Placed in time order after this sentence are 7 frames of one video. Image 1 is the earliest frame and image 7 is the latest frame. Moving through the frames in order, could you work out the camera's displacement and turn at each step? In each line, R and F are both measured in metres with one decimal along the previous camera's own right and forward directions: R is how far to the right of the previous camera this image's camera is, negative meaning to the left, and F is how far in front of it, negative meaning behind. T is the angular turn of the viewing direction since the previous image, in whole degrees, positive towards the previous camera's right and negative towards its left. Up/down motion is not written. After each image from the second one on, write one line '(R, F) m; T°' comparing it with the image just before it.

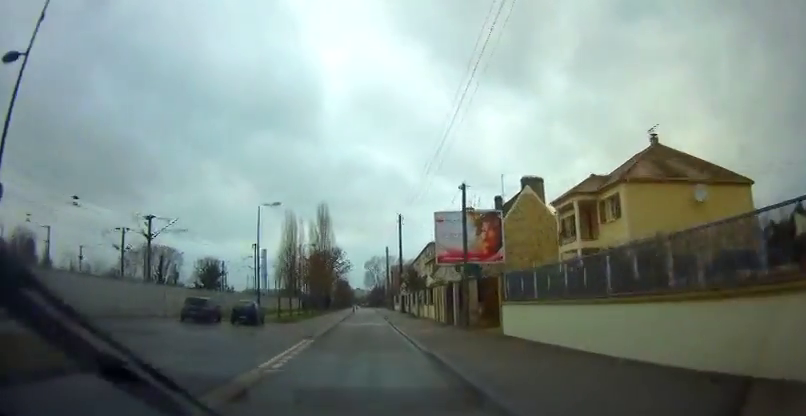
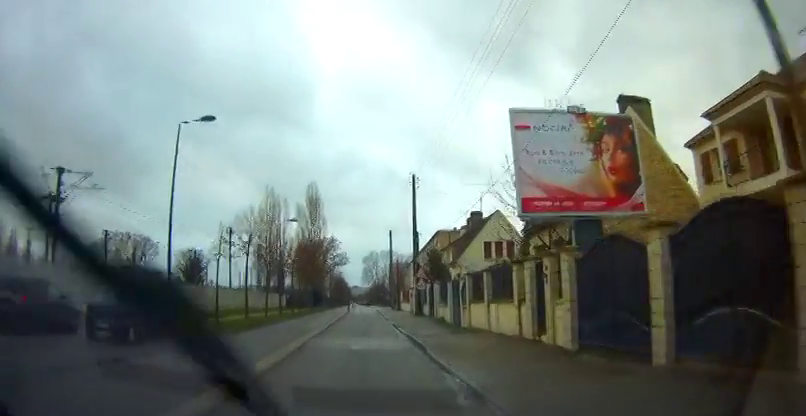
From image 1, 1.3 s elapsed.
(-0.2, +16.0) m; -1°
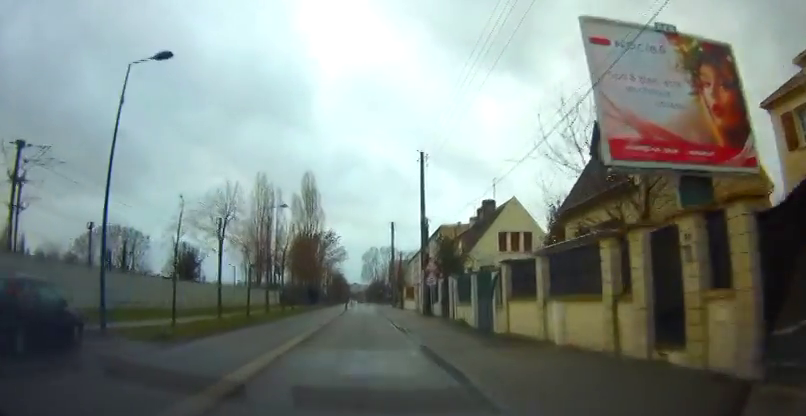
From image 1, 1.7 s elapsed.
(-0.2, +5.3) m; 0°
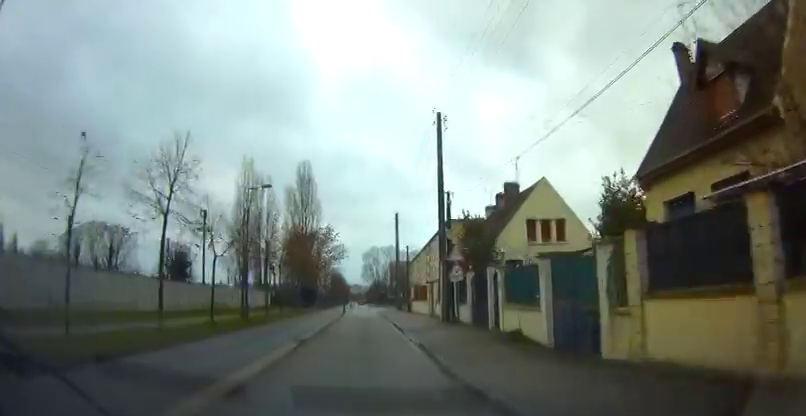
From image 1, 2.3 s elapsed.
(0.0, +7.1) m; 0°
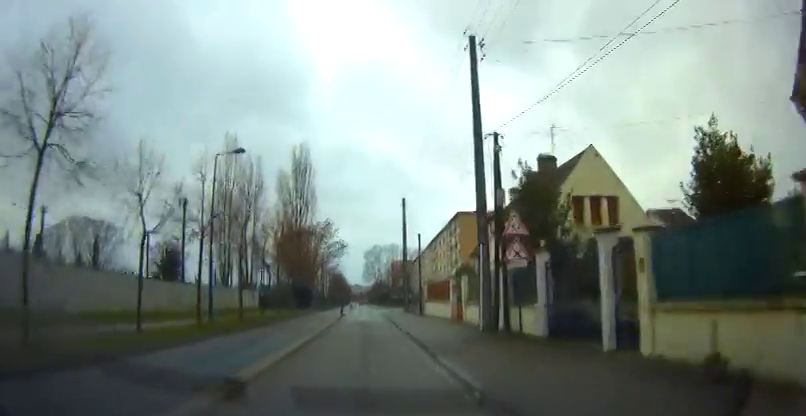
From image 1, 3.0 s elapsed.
(+0.2, +7.7) m; 0°
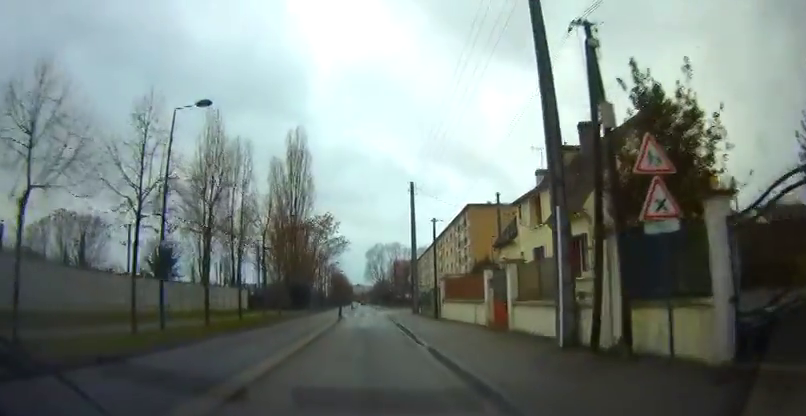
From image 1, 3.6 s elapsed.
(-0.1, +6.1) m; 0°
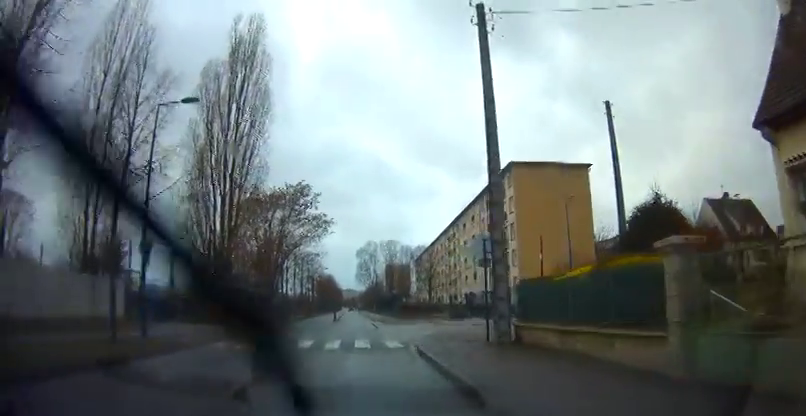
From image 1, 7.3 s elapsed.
(+0.5, +31.1) m; +1°
